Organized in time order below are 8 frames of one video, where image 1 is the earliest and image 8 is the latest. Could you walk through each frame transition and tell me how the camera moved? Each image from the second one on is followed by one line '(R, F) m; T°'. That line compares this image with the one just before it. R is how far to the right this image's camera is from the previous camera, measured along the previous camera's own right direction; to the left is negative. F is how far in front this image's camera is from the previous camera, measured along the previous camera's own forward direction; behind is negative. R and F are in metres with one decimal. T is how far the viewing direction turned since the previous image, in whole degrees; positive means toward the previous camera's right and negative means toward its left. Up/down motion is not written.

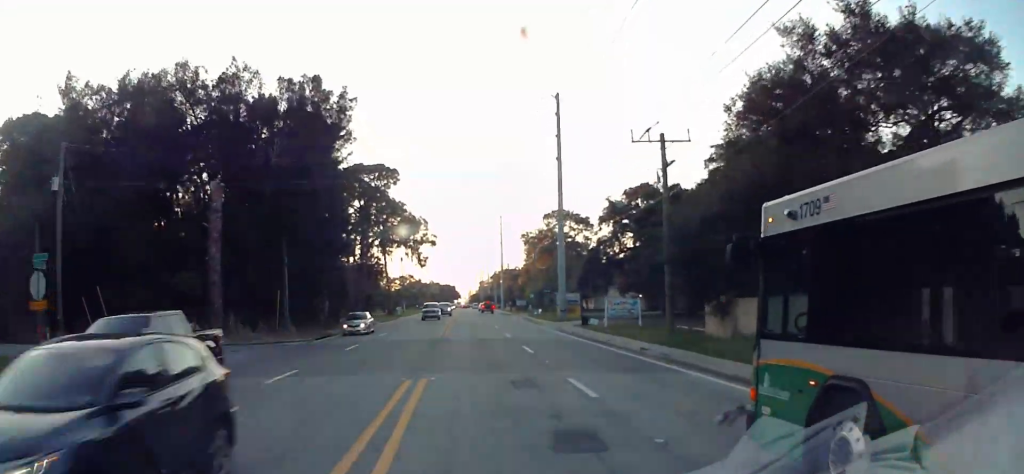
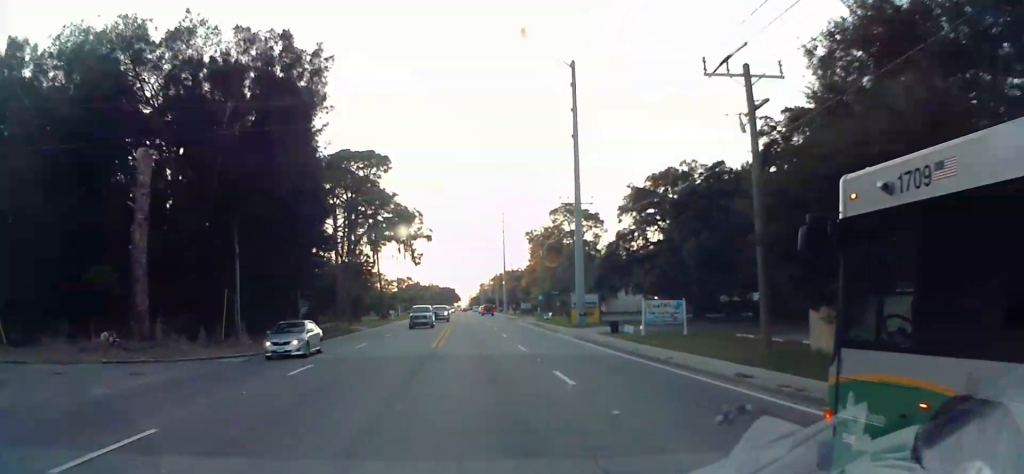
(-0.1, +10.0) m; 0°
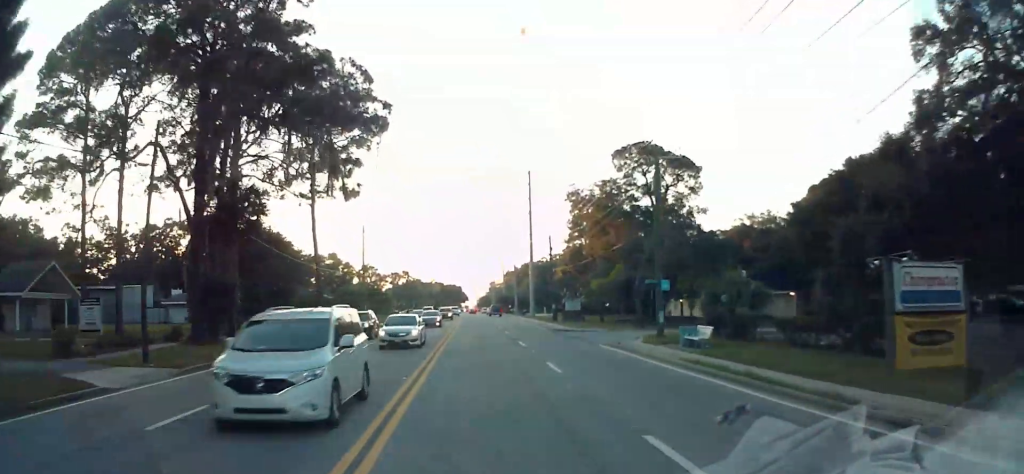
(0.0, +47.6) m; 0°
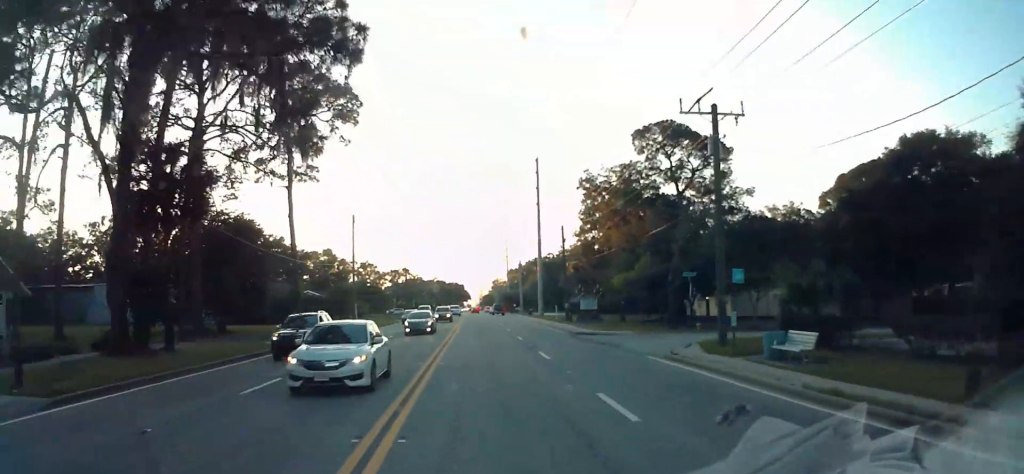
(0.0, +8.3) m; 0°
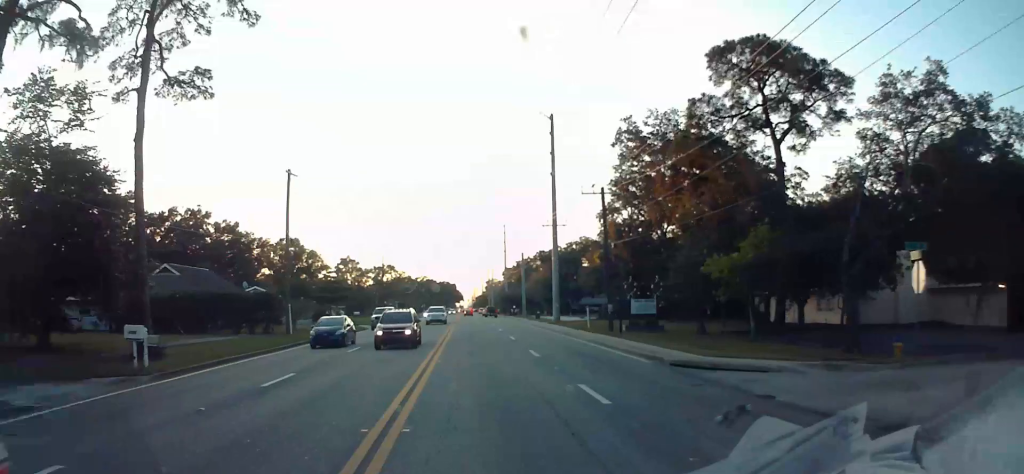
(0.0, +23.1) m; 0°
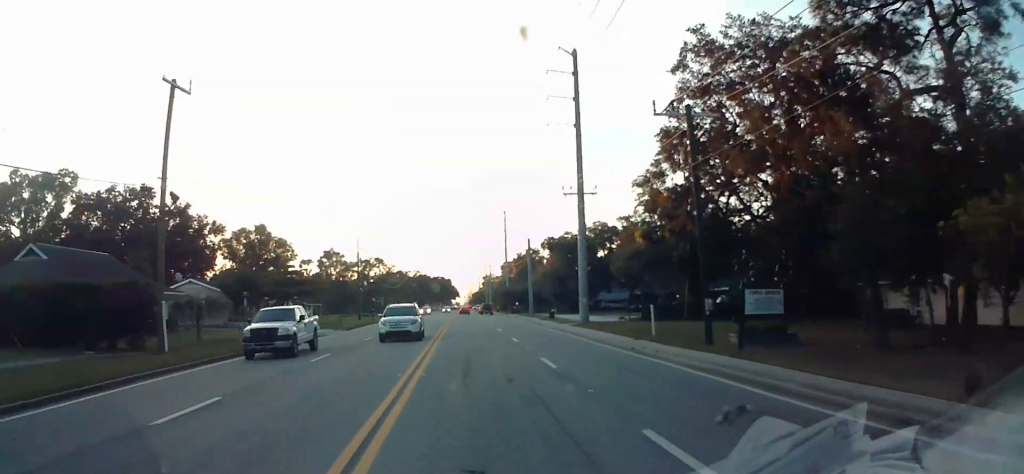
(0.0, +19.1) m; 0°
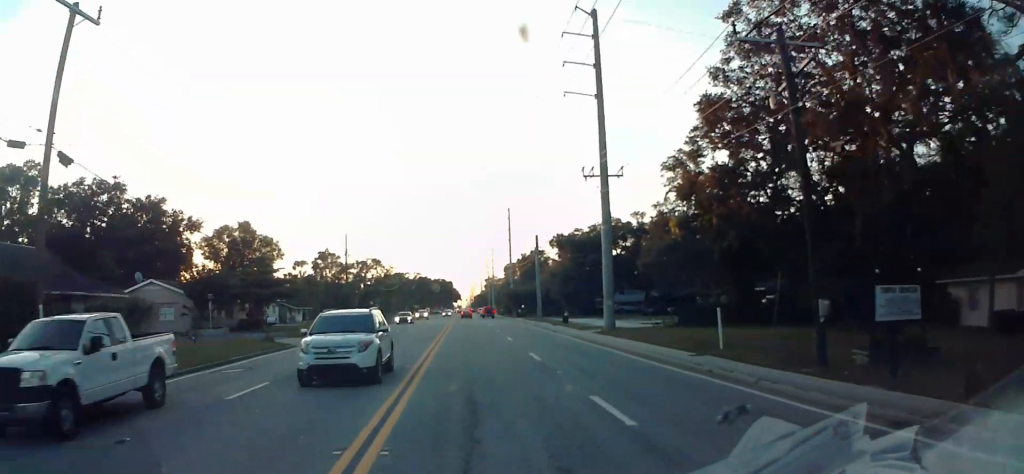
(-0.1, +9.2) m; +1°
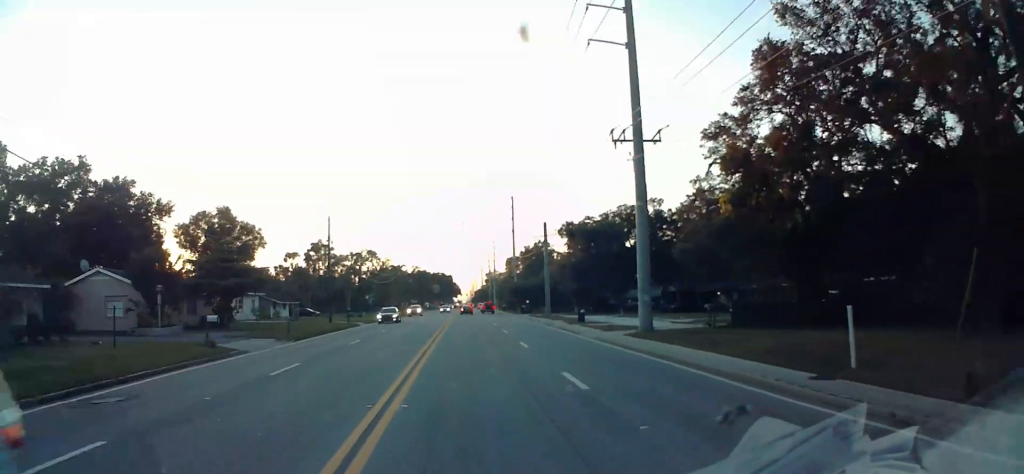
(+0.1, +9.5) m; +1°
